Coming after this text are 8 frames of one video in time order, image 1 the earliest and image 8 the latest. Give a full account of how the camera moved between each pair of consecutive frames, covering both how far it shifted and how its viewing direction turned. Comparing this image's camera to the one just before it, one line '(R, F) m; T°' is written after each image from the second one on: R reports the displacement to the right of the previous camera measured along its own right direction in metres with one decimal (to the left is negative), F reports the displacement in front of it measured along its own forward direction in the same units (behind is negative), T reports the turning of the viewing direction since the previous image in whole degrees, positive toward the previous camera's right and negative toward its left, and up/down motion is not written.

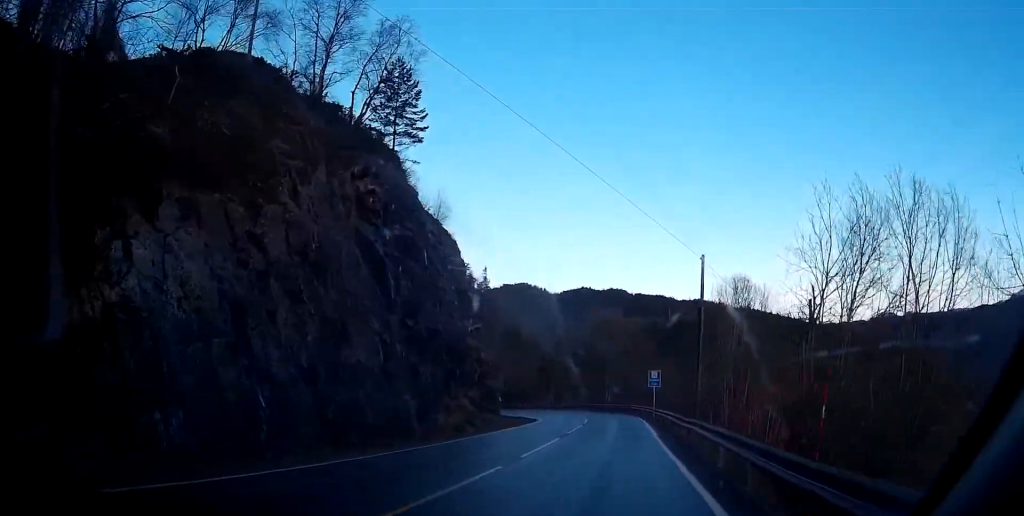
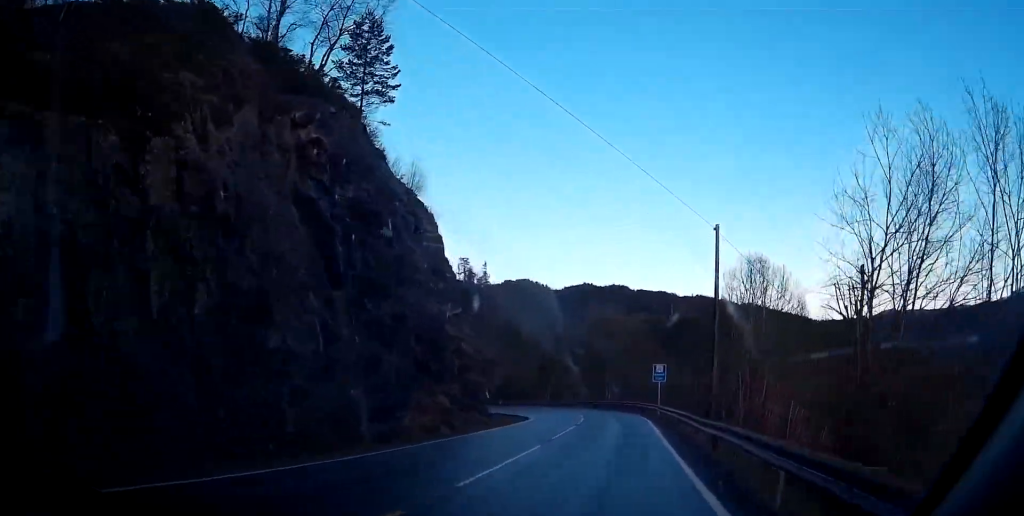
(0.0, +5.6) m; 0°
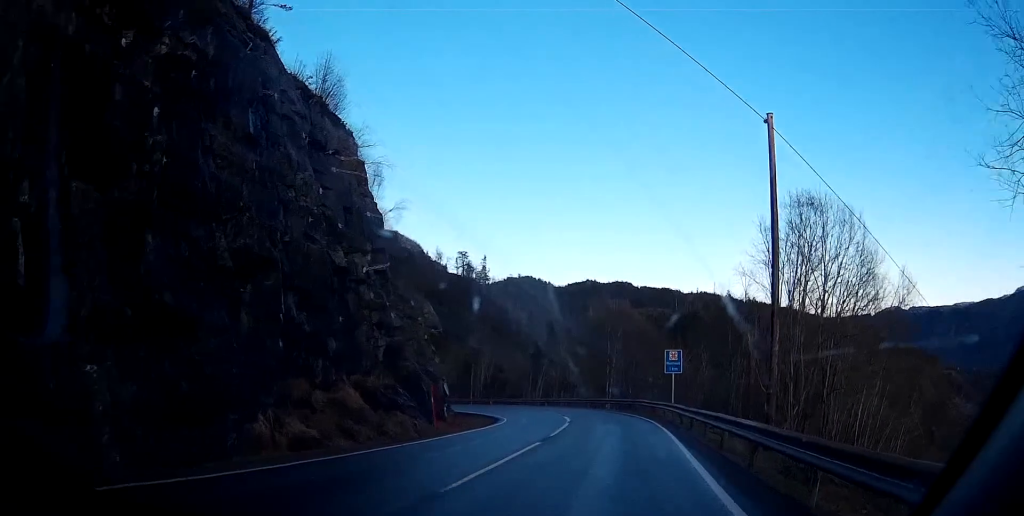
(-0.3, +12.1) m; -6°
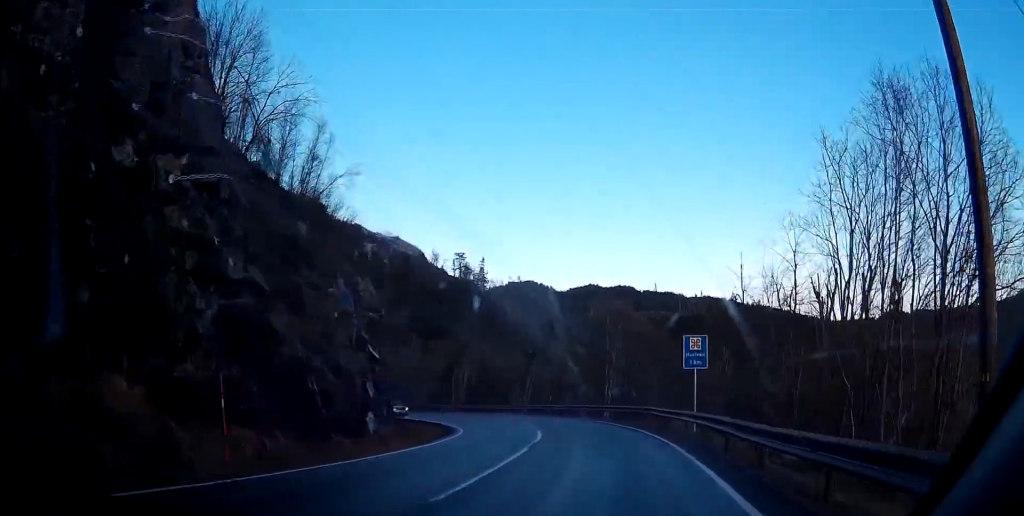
(-0.8, +11.5) m; -4°
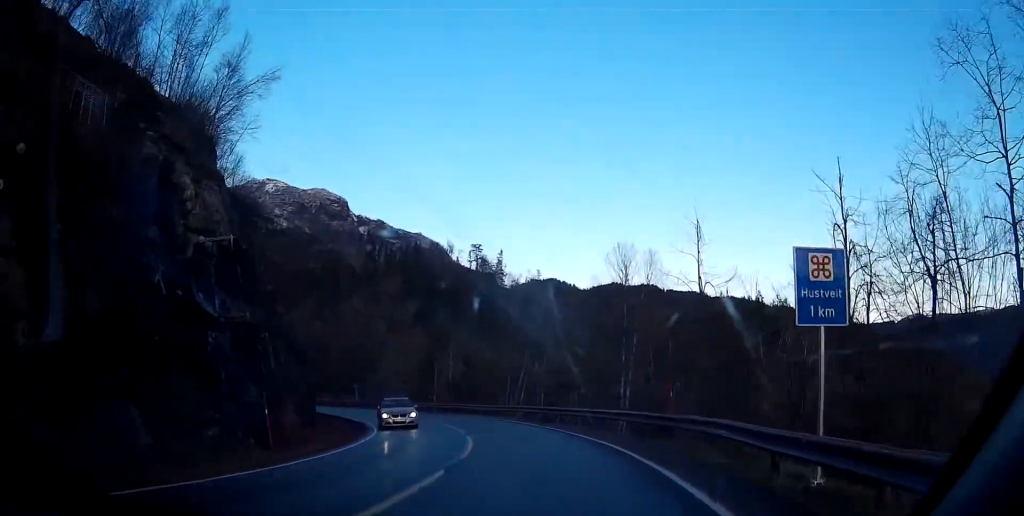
(0.0, +16.0) m; 0°
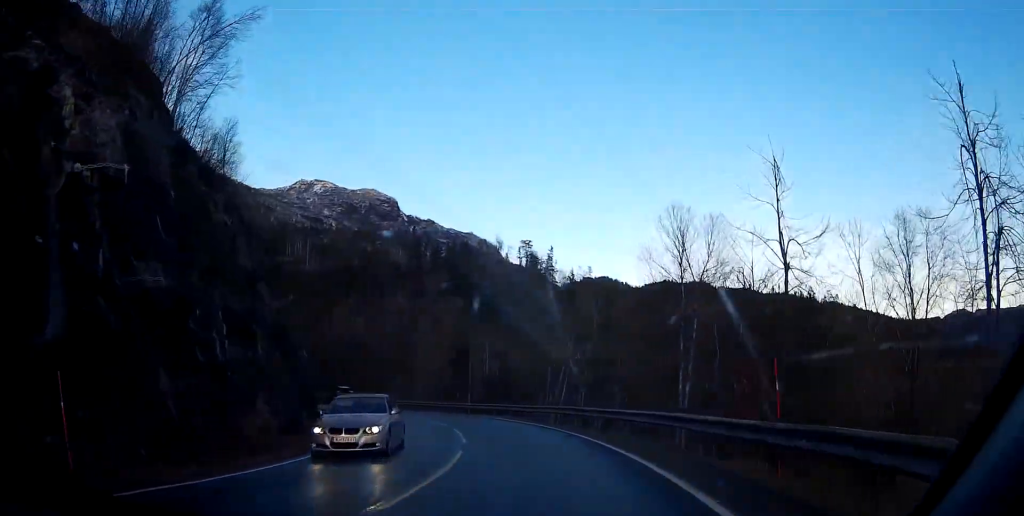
(0.0, +7.2) m; 0°
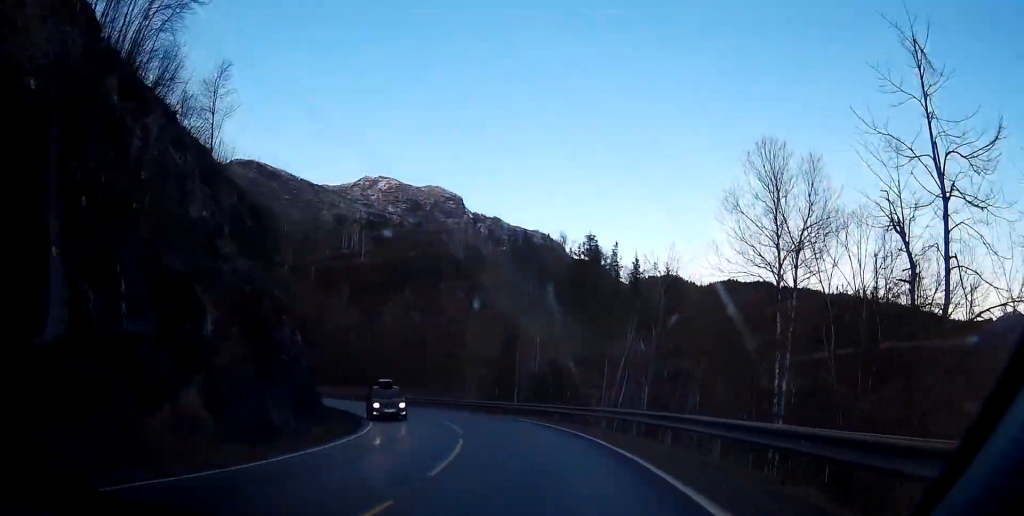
(0.0, +8.4) m; 0°
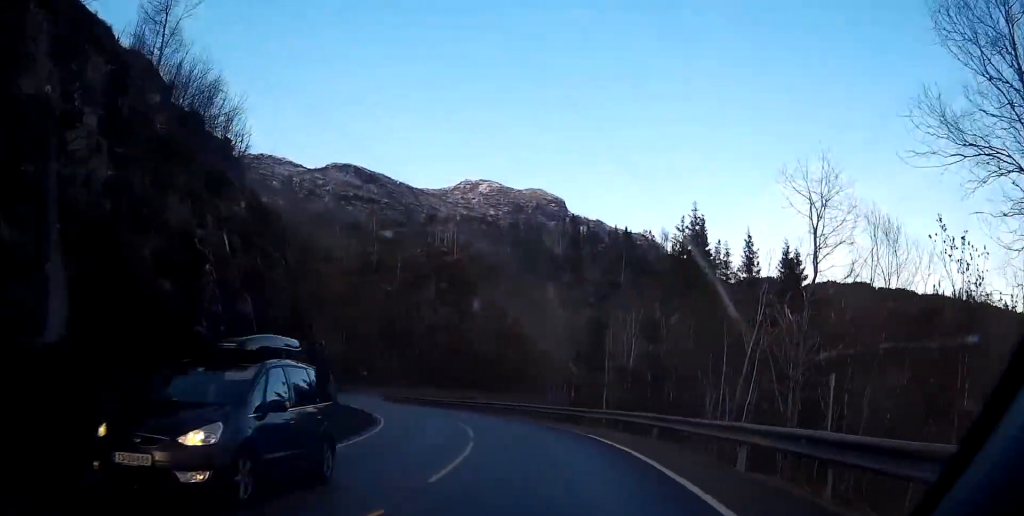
(0.0, +12.5) m; -9°
